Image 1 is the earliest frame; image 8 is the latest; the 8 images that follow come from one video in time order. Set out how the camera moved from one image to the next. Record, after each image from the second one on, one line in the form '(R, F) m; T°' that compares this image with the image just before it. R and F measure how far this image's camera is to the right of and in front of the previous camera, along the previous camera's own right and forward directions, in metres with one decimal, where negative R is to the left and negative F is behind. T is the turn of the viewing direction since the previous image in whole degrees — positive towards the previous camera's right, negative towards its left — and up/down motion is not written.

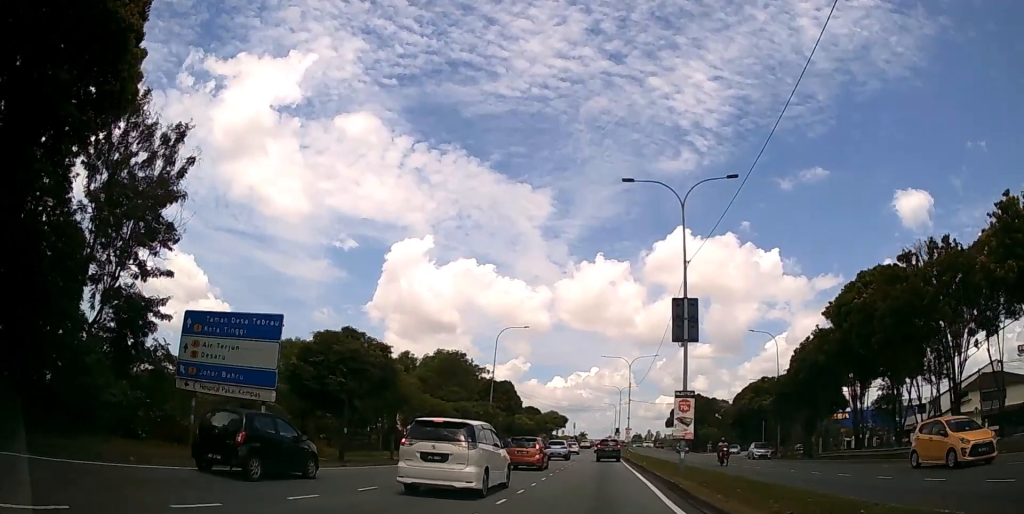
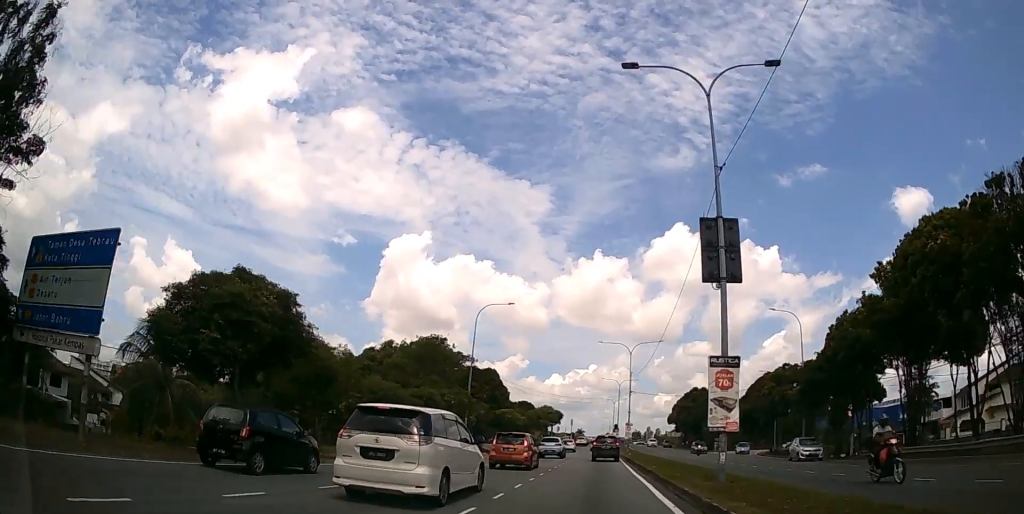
(0.0, +7.6) m; 0°
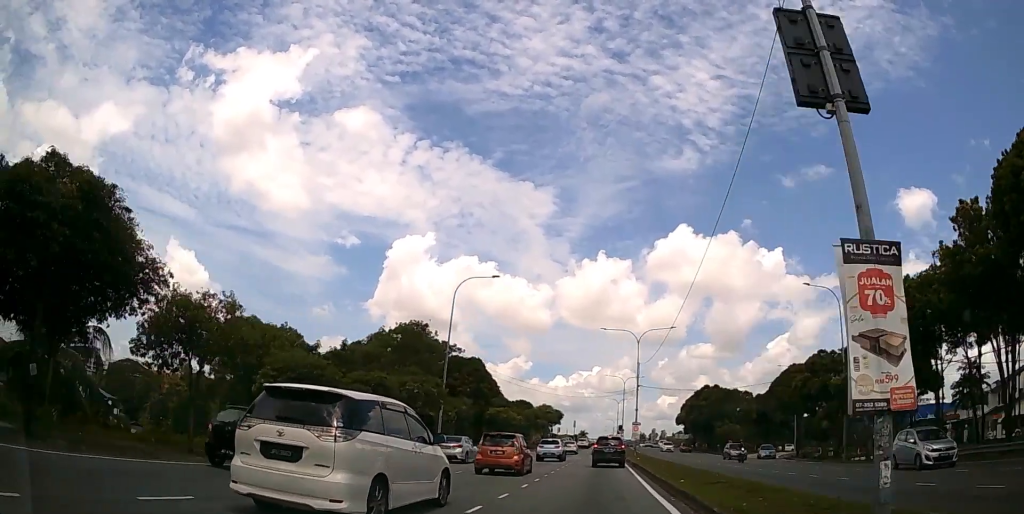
(-0.1, +7.8) m; -1°
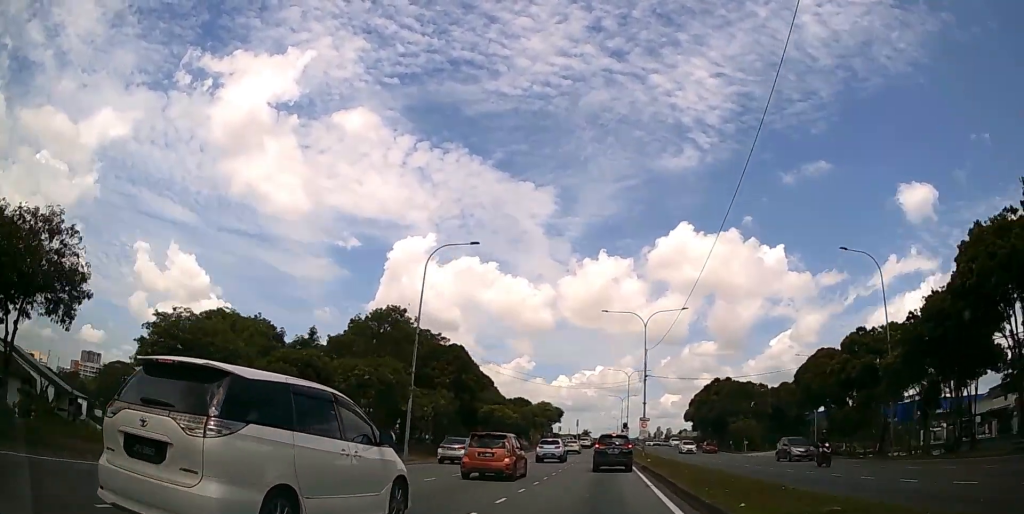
(0.0, +6.2) m; 0°
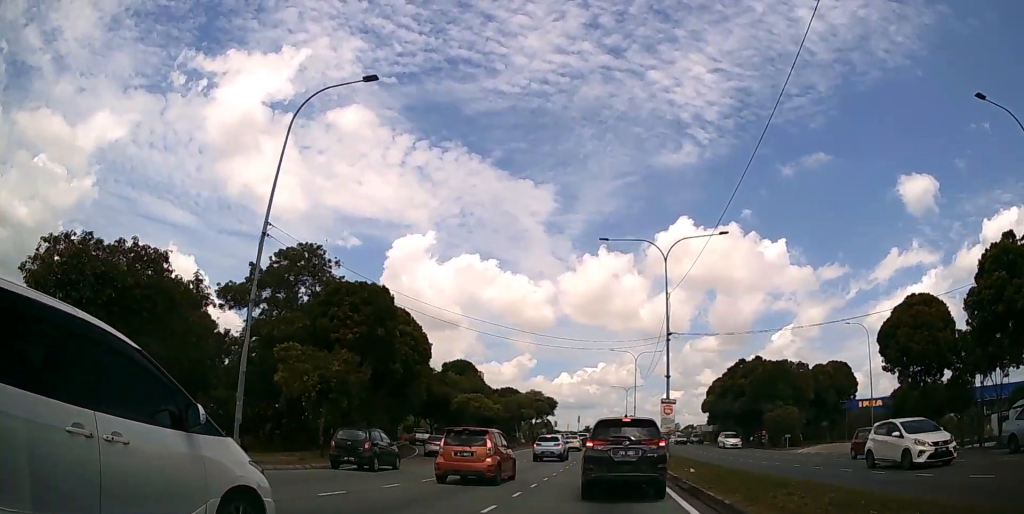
(-0.1, +14.2) m; -2°
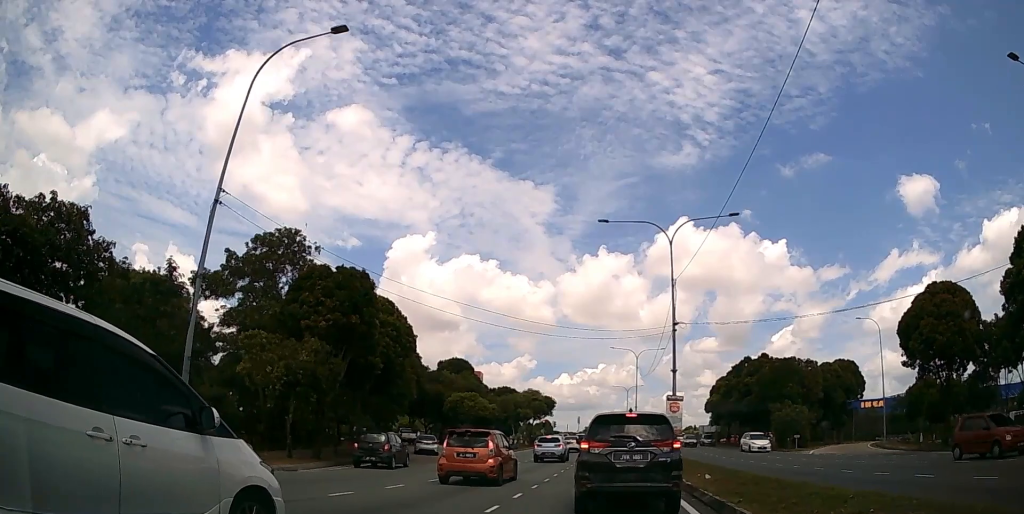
(0.0, +2.4) m; -1°
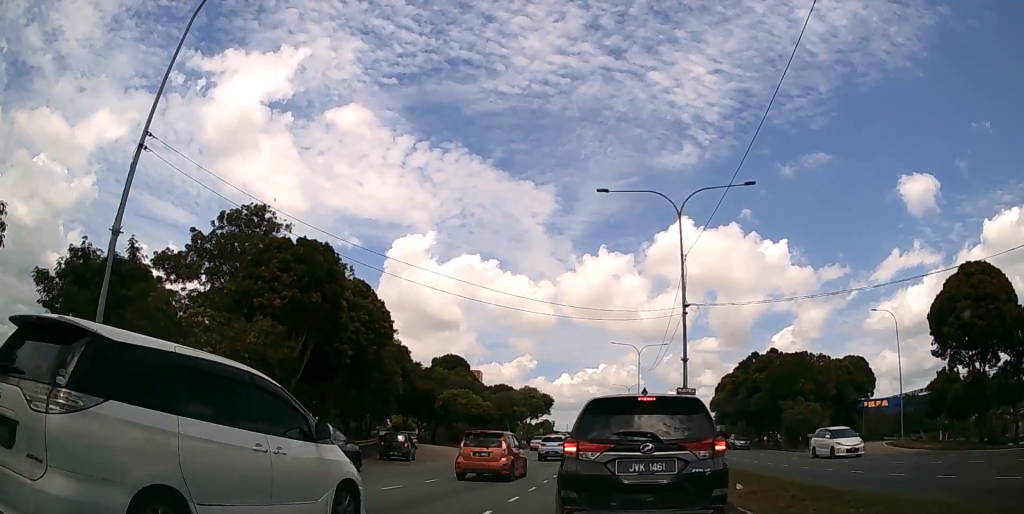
(-0.1, +2.6) m; -2°
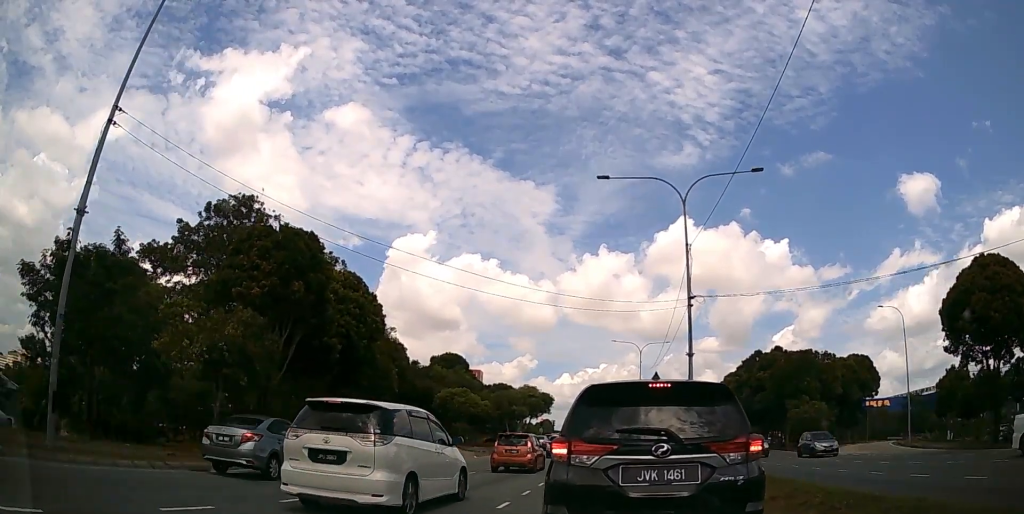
(0.0, +0.7) m; 0°
